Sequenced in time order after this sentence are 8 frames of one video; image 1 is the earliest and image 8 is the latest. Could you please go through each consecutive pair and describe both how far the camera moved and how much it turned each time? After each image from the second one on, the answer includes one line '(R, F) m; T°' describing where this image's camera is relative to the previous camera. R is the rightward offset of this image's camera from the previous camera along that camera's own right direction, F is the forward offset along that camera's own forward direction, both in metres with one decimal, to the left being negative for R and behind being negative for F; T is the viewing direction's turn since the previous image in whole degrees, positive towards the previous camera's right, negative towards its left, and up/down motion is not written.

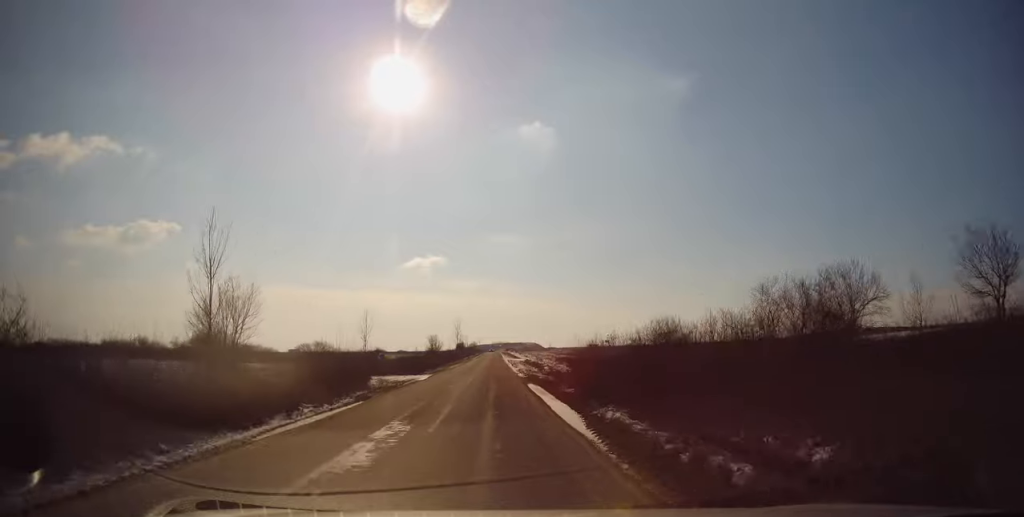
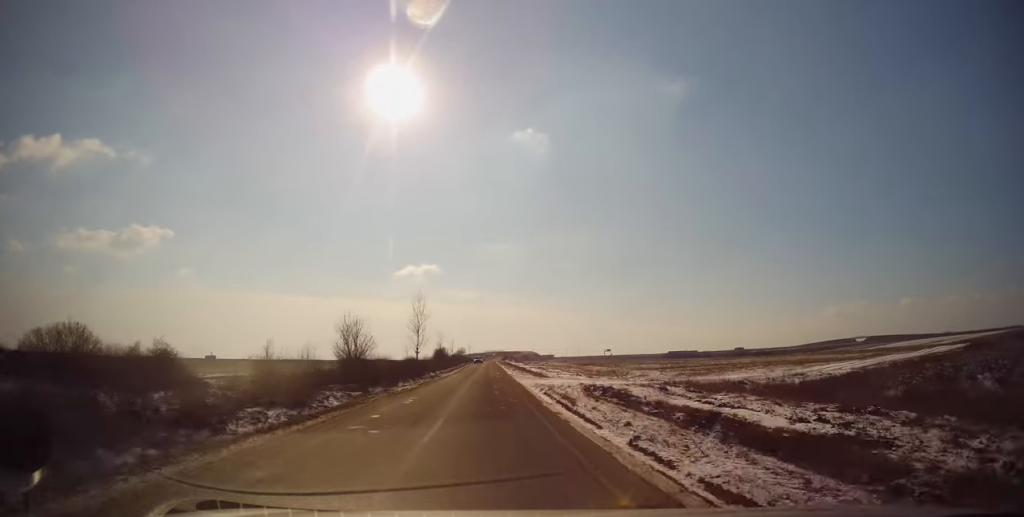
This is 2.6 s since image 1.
(0.0, +52.4) m; 0°
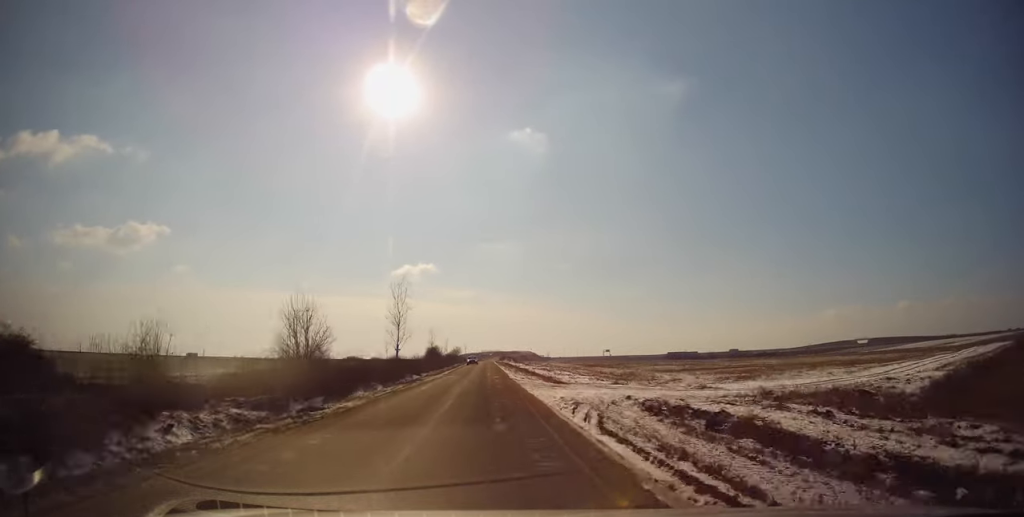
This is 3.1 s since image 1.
(0.0, +10.4) m; 0°
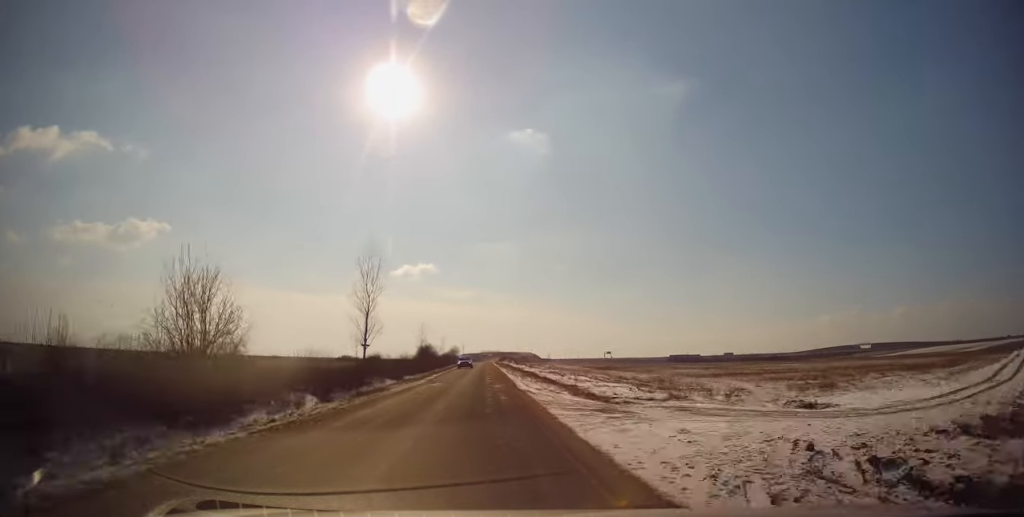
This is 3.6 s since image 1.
(0.0, +11.1) m; 0°
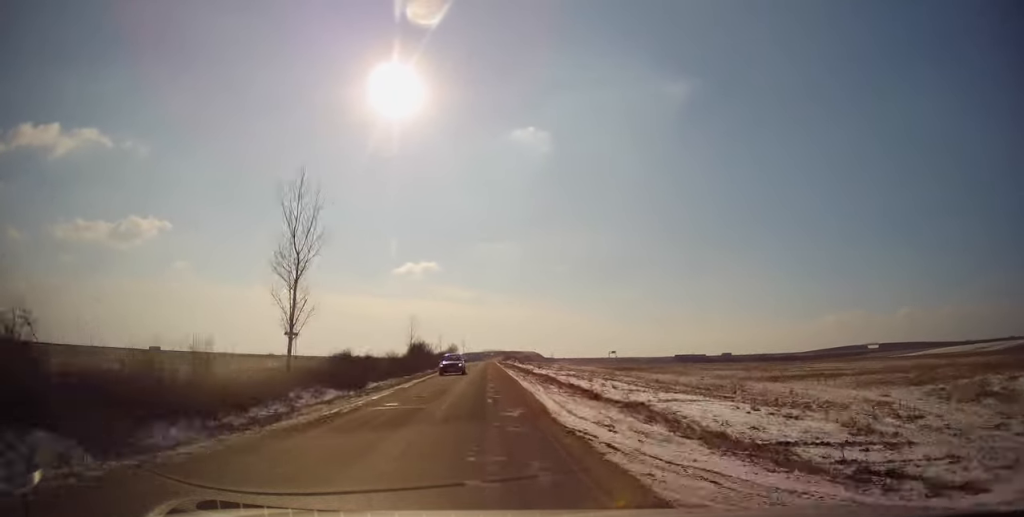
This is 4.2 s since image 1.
(0.0, +12.7) m; 0°
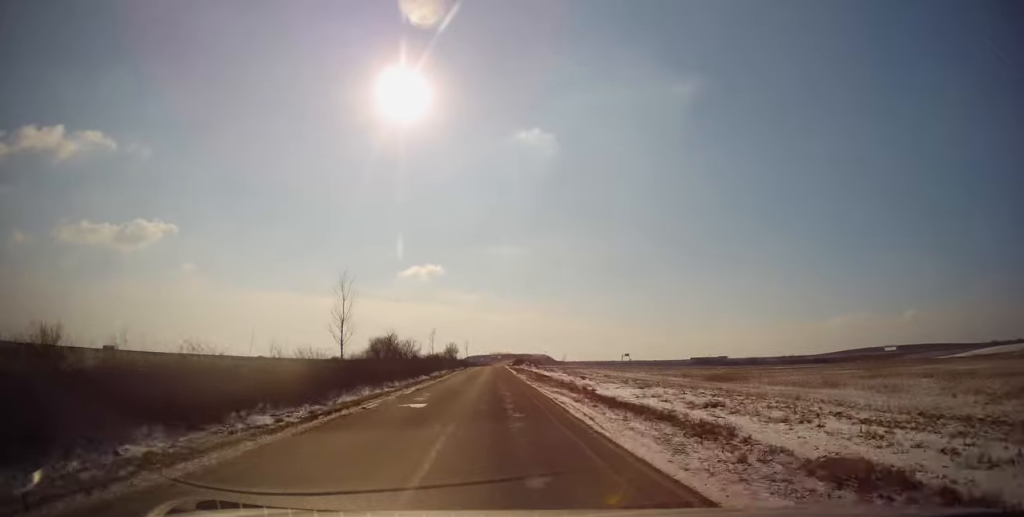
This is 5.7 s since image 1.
(0.0, +31.1) m; 0°
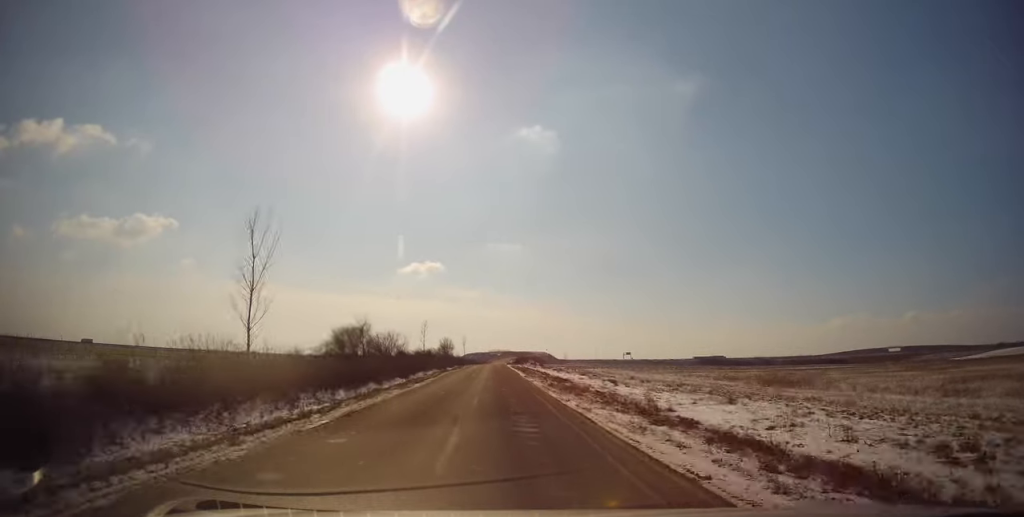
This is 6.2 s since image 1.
(0.0, +12.0) m; -1°
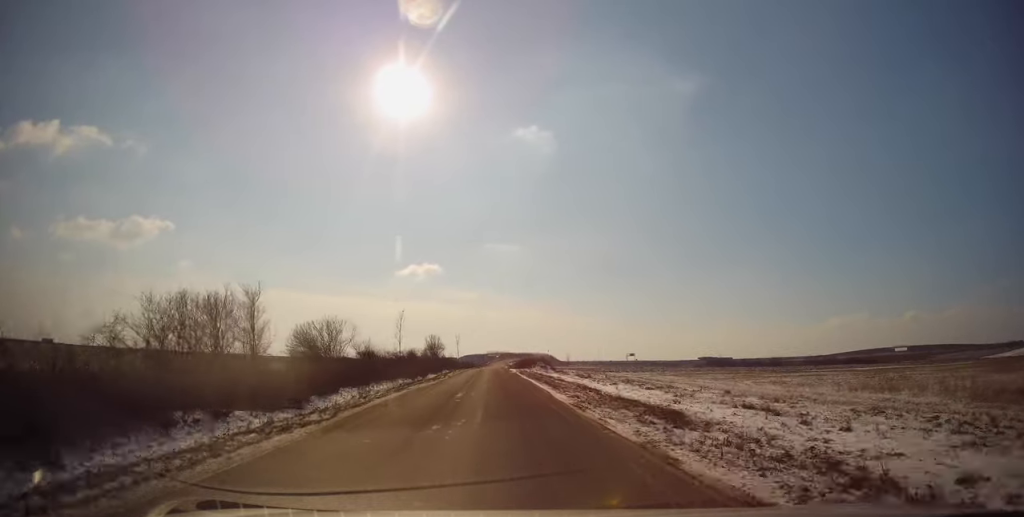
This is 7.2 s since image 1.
(-0.2, +21.1) m; 0°
